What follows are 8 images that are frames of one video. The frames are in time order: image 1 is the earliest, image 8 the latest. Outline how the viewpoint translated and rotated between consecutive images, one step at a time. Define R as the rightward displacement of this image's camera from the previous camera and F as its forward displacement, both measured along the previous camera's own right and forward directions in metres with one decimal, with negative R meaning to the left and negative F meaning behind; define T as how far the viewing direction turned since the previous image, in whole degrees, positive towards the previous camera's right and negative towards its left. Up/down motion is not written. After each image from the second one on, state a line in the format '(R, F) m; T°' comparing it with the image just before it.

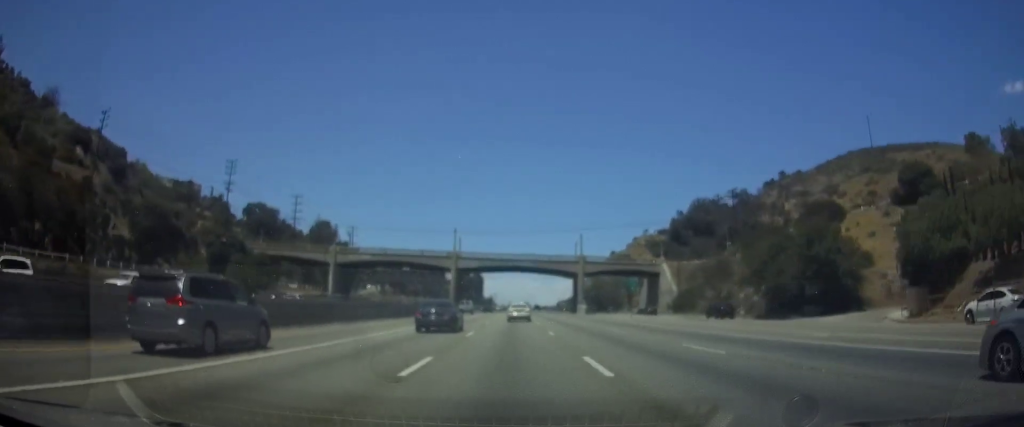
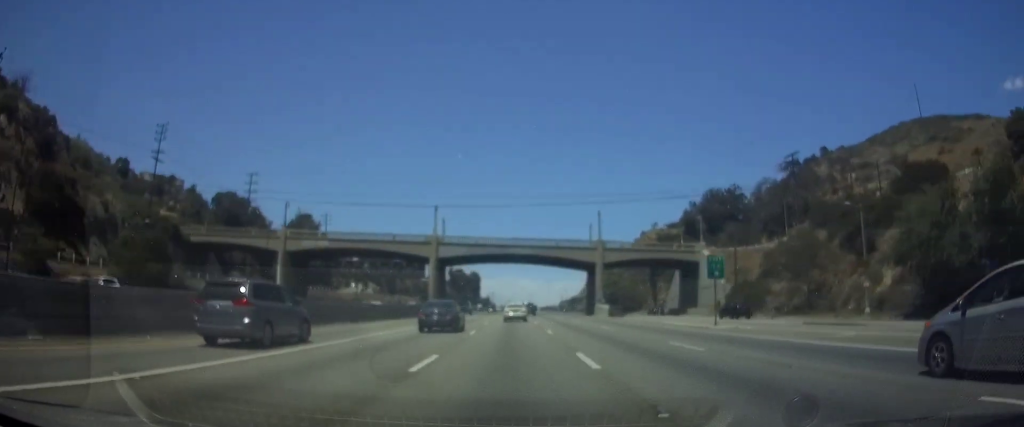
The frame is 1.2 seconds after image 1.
(-0.2, +27.8) m; 0°
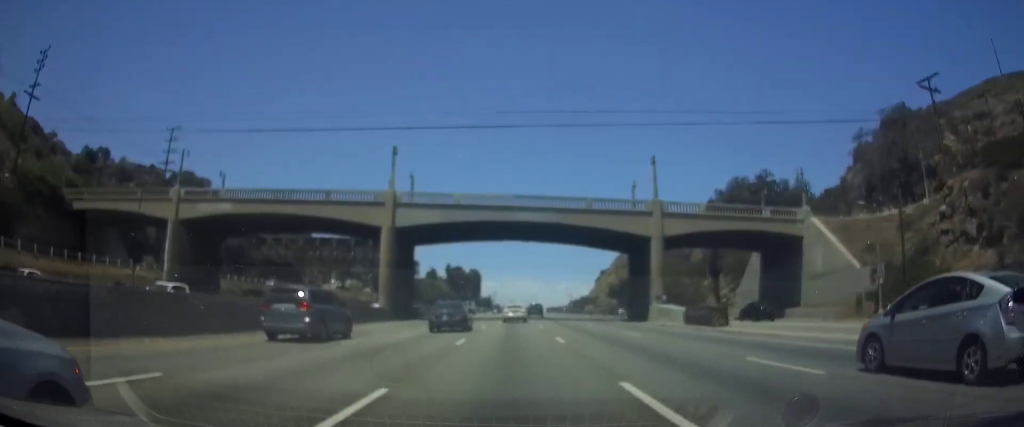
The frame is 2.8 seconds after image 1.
(0.0, +35.5) m; 0°
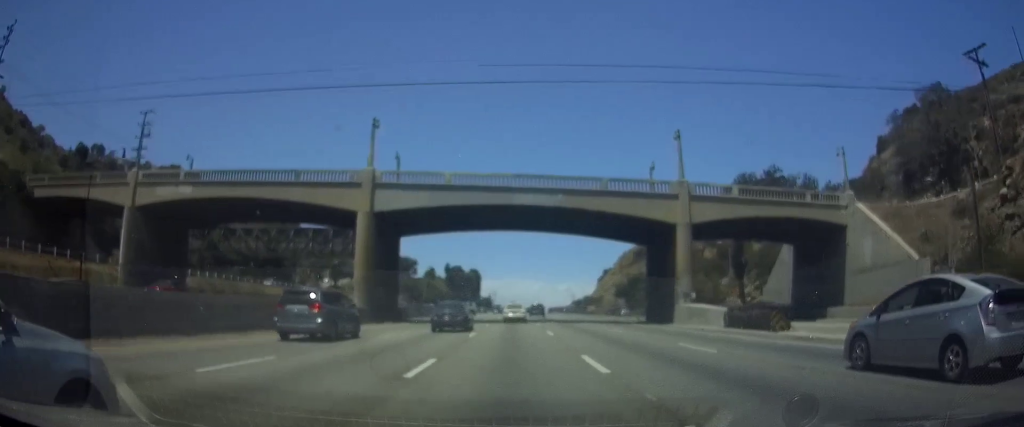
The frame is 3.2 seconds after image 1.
(0.0, +9.1) m; 0°
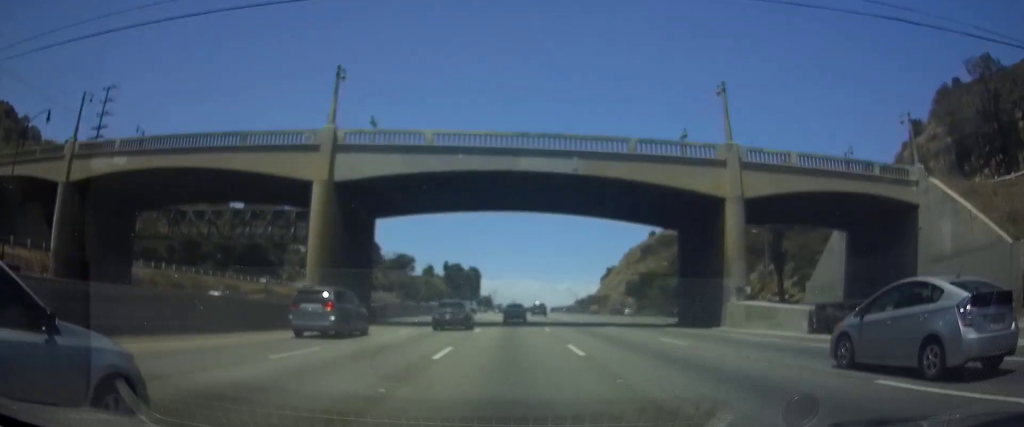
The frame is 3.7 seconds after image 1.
(0.0, +11.4) m; 0°
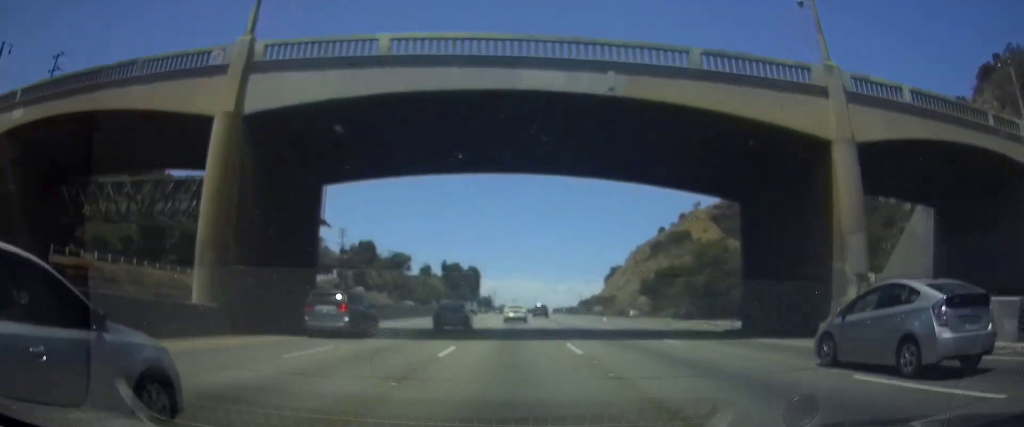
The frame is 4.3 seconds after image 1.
(-0.1, +13.6) m; 0°
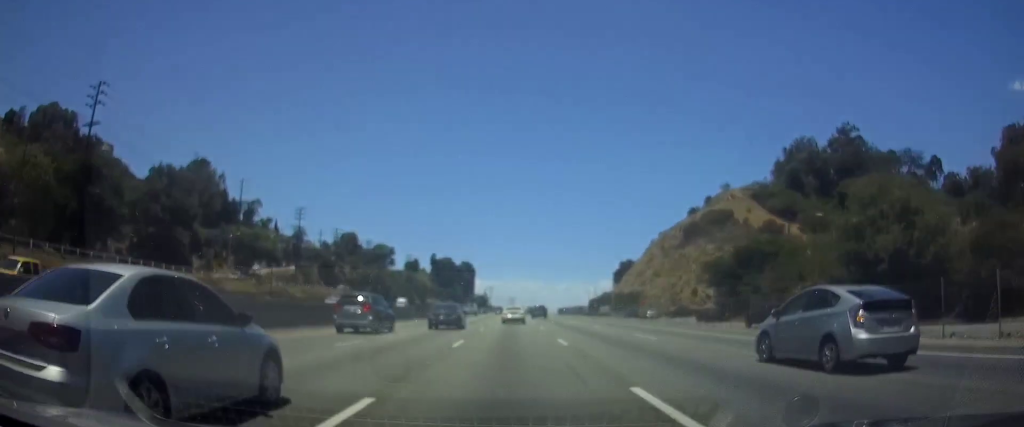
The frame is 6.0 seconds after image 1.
(+0.4, +39.2) m; 0°
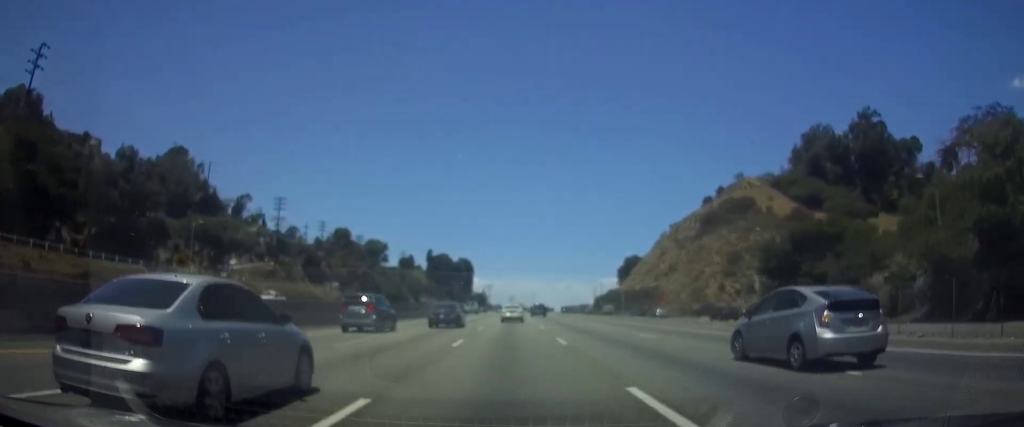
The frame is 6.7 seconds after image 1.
(0.0, +14.4) m; 0°
